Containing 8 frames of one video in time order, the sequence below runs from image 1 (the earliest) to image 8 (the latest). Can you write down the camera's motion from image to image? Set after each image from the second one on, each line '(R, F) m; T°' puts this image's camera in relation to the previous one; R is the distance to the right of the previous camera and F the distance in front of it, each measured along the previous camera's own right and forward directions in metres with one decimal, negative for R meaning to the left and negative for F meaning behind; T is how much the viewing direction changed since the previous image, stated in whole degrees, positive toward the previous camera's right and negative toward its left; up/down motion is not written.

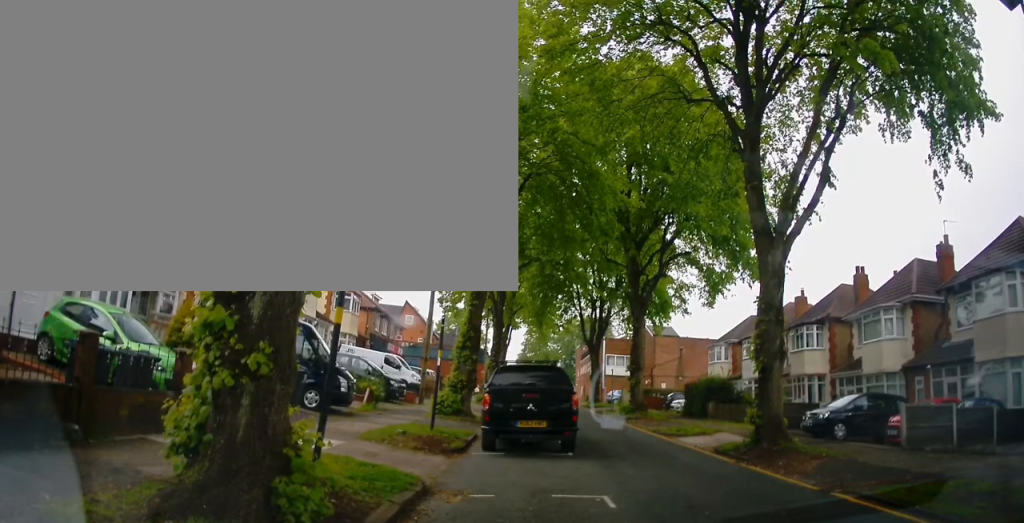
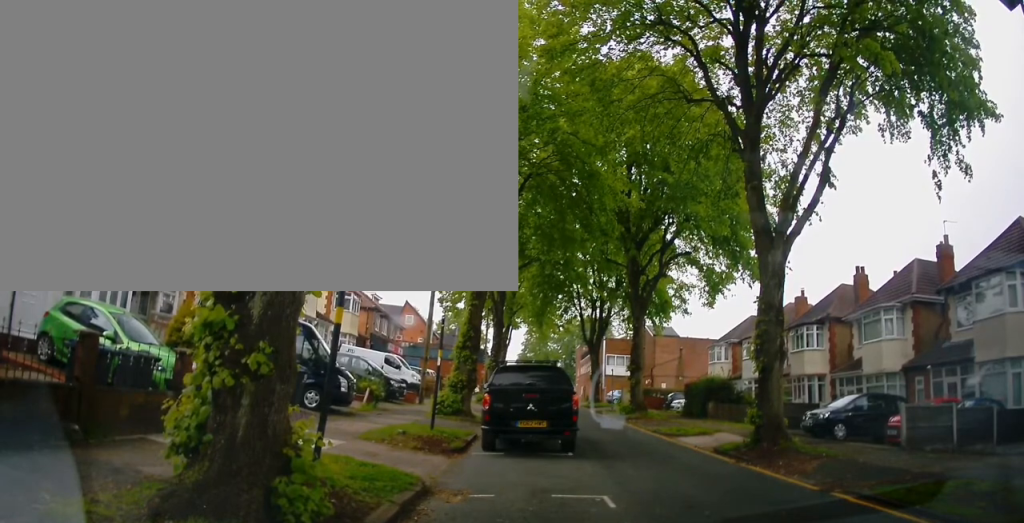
(0.0, 0.0) m; 0°
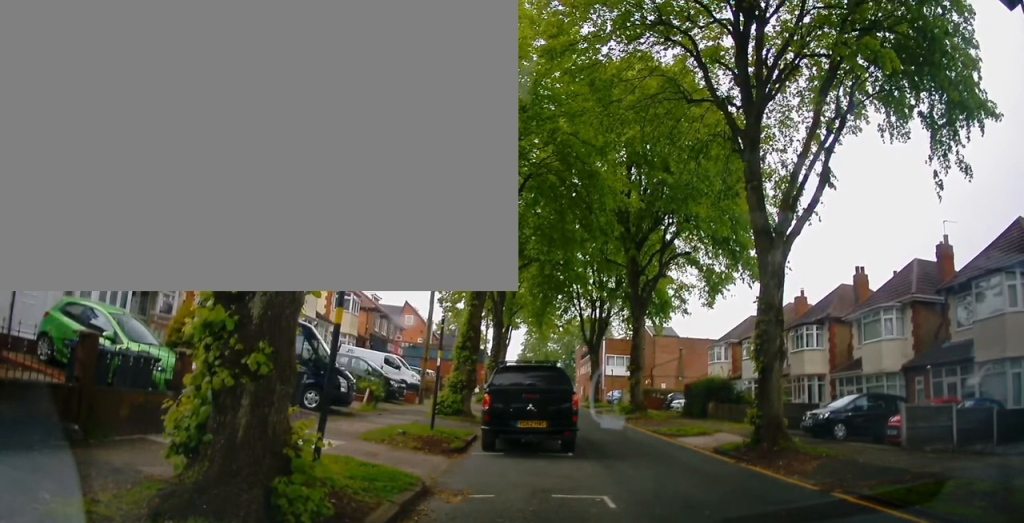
(0.0, 0.0) m; 0°
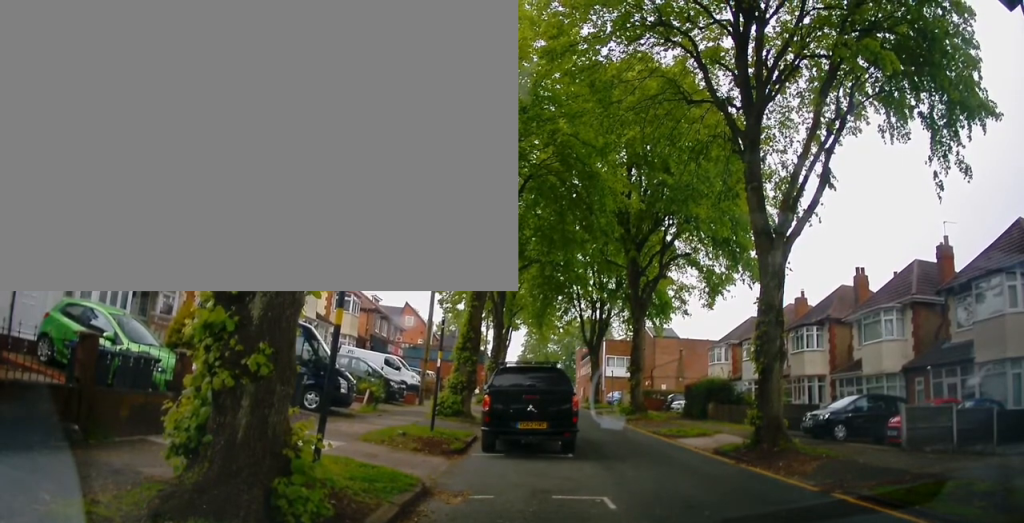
(0.0, 0.0) m; 0°
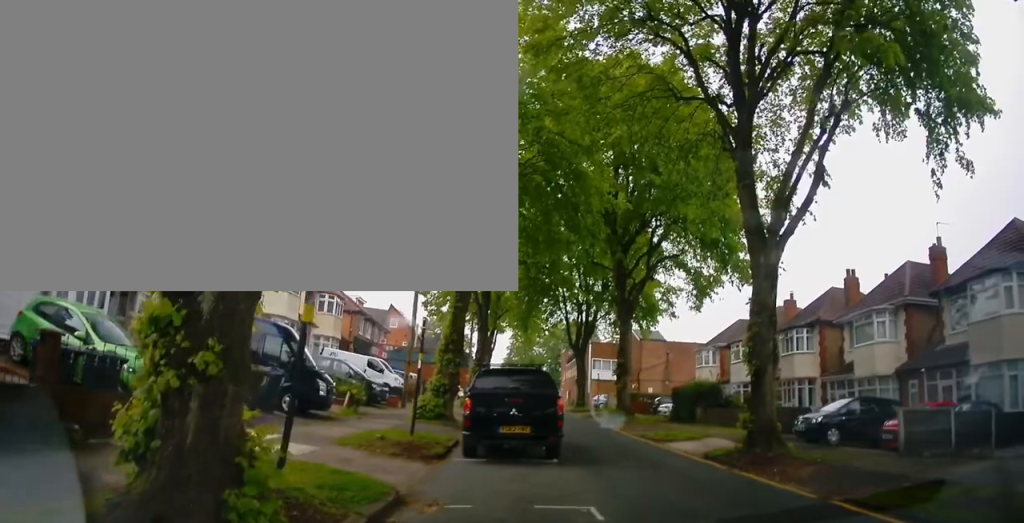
(-0.2, +0.5) m; 0°
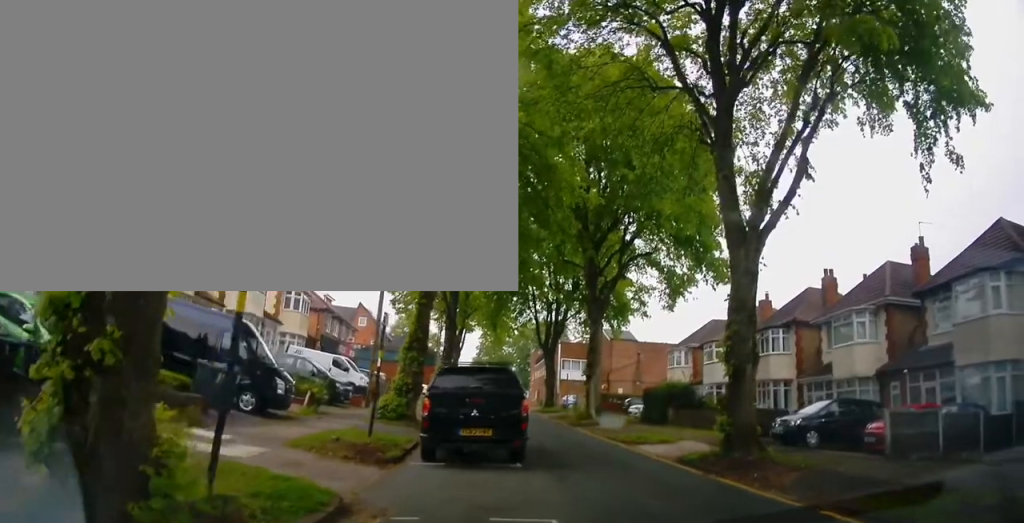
(-0.1, +0.4) m; 0°
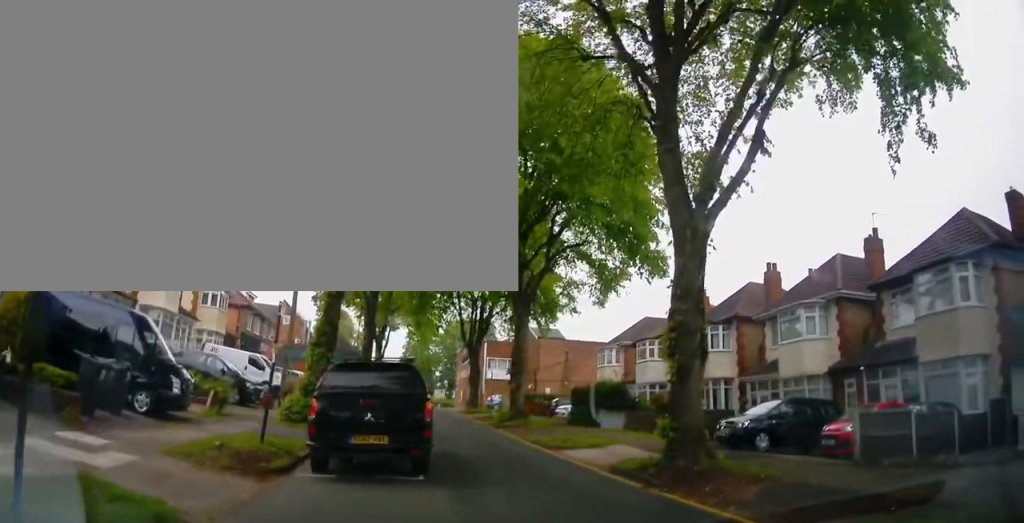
(-0.2, +1.0) m; 0°
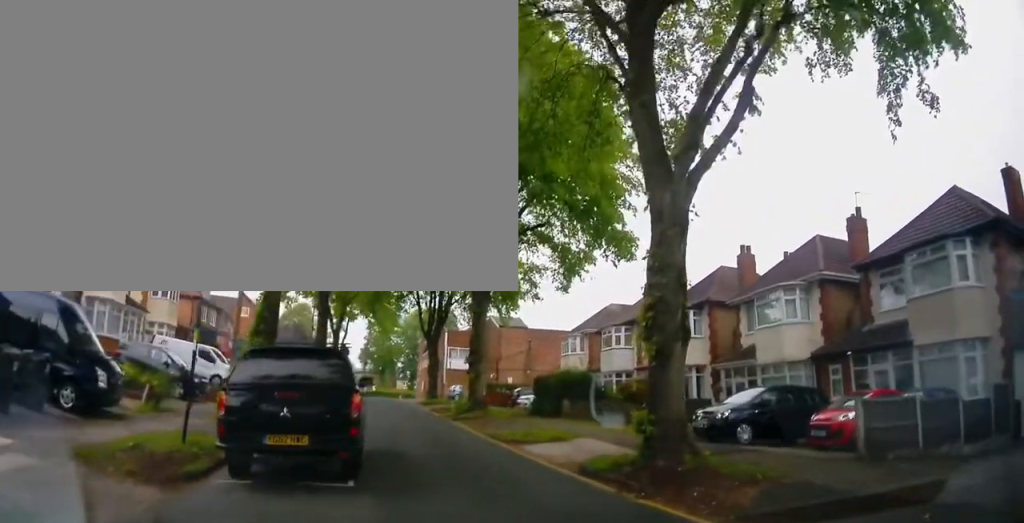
(+0.2, +1.3) m; +3°
